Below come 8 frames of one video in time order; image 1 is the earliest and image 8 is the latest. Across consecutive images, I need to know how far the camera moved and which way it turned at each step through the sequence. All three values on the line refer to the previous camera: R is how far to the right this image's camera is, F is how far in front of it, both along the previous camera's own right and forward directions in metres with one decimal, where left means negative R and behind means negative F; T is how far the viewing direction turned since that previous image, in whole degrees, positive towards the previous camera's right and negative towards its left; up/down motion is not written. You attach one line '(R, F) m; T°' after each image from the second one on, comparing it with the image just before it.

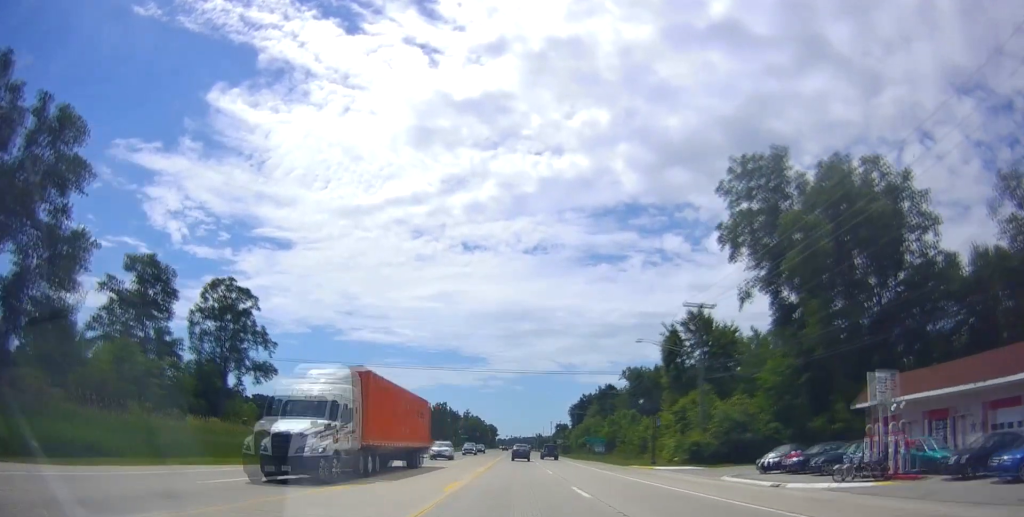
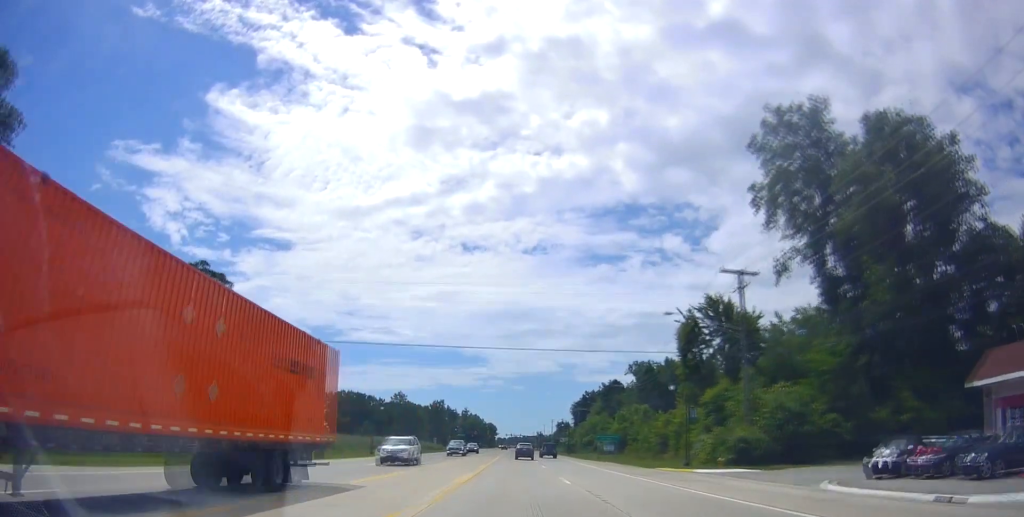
(0.0, +10.7) m; 0°
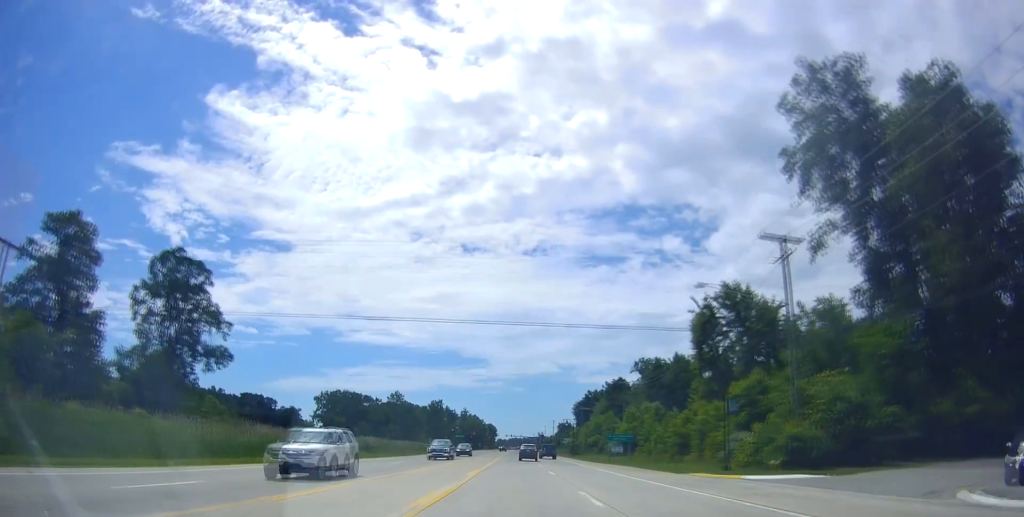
(0.0, +8.1) m; 0°
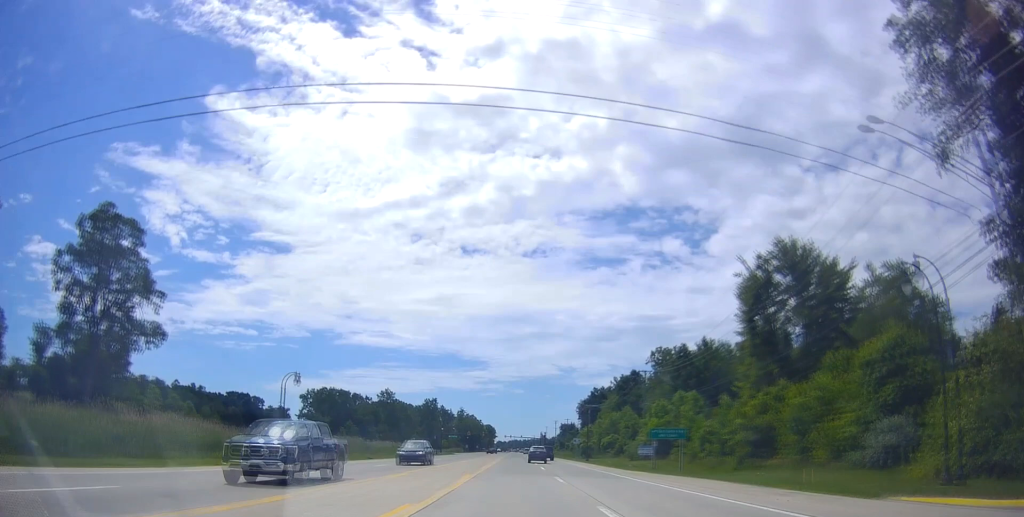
(0.0, +20.2) m; 0°
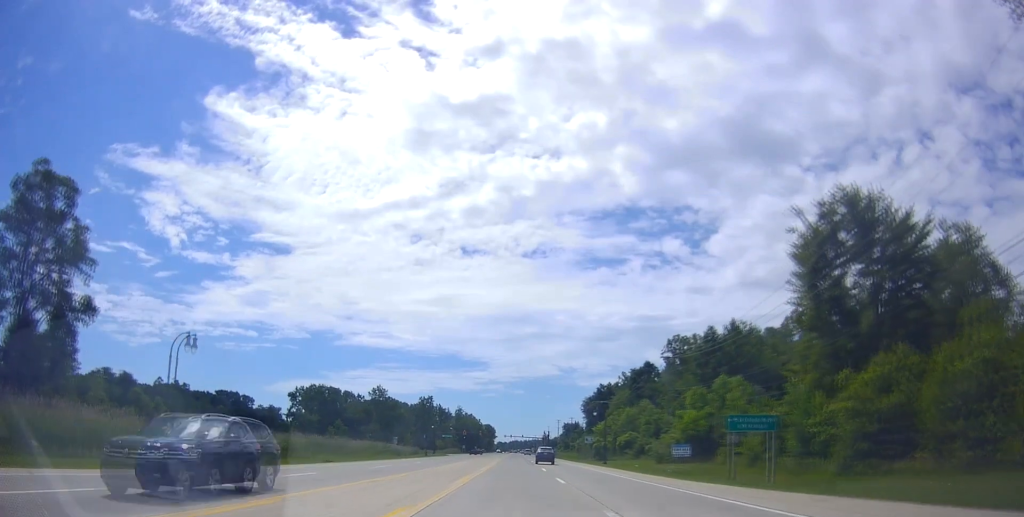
(0.0, +15.4) m; 0°
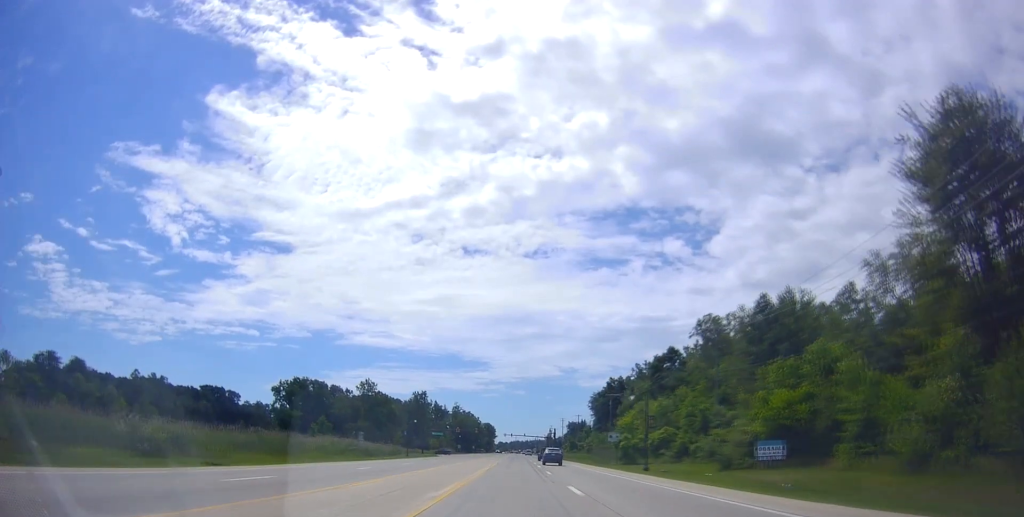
(0.0, +20.0) m; 0°
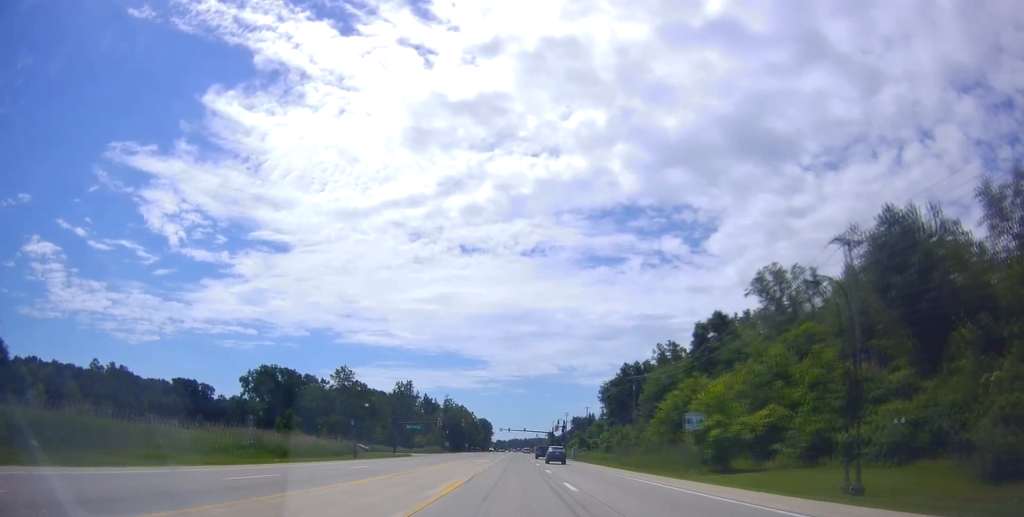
(0.0, +28.9) m; -1°
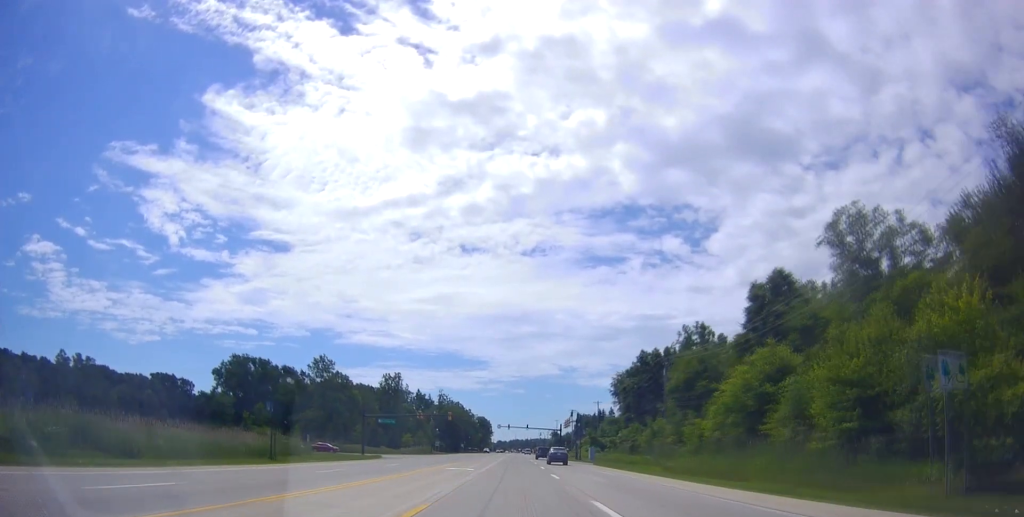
(-0.3, +22.6) m; 0°
